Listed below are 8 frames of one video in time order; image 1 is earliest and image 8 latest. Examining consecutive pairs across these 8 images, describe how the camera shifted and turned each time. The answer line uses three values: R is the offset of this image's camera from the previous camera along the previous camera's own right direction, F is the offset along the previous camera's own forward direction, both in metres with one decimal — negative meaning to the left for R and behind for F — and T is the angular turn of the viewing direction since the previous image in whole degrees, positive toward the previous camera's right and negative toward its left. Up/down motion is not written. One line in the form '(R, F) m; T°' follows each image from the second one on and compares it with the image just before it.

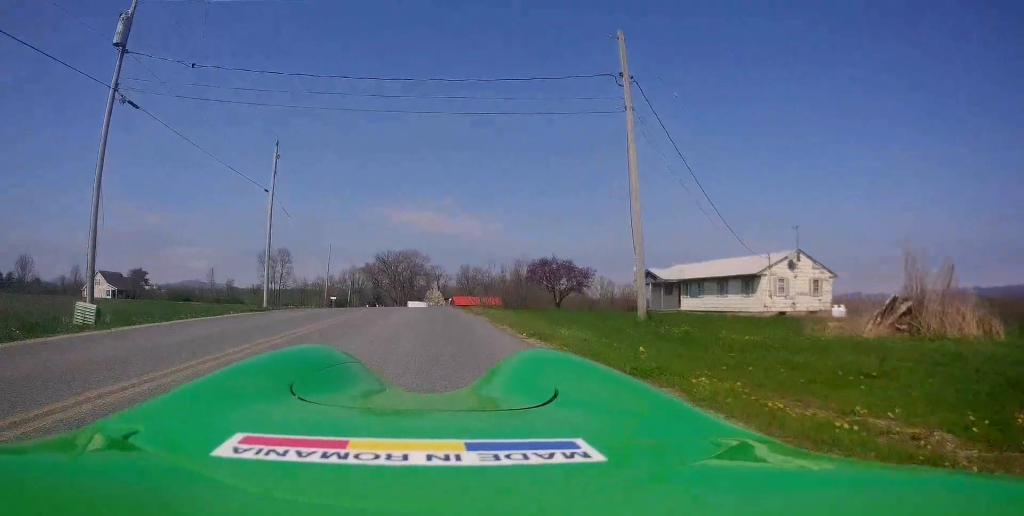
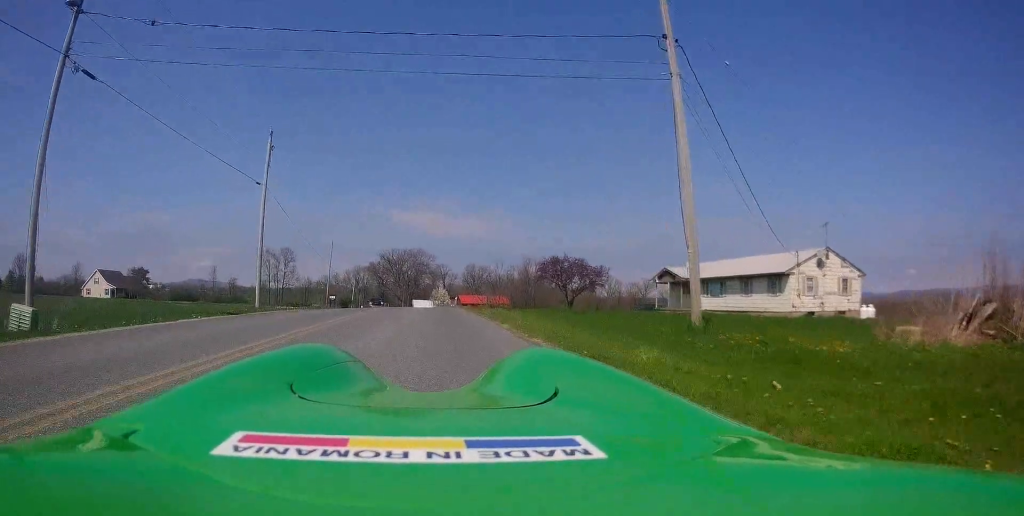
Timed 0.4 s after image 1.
(+0.3, +3.2) m; 0°
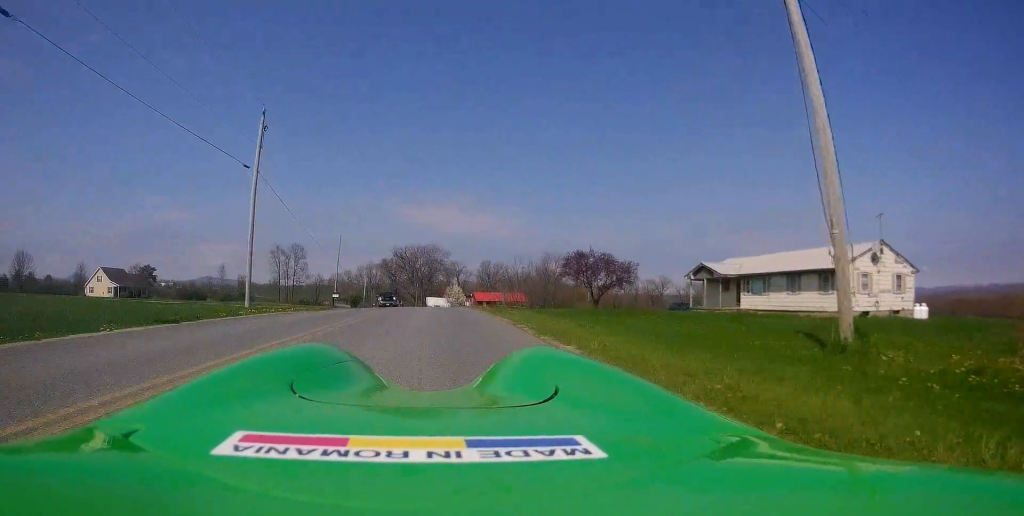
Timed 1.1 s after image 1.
(-0.4, +4.9) m; -3°
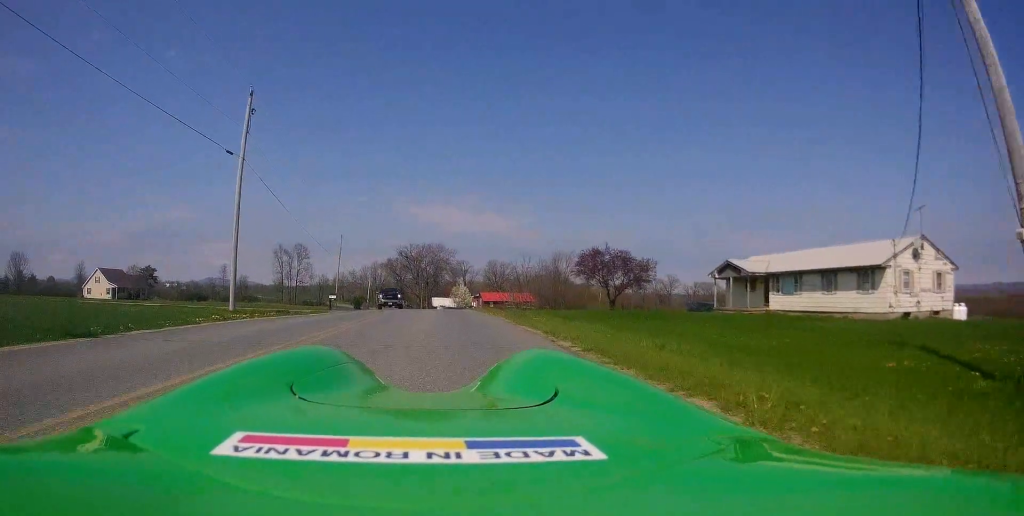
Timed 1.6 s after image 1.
(-0.1, +3.6) m; -2°
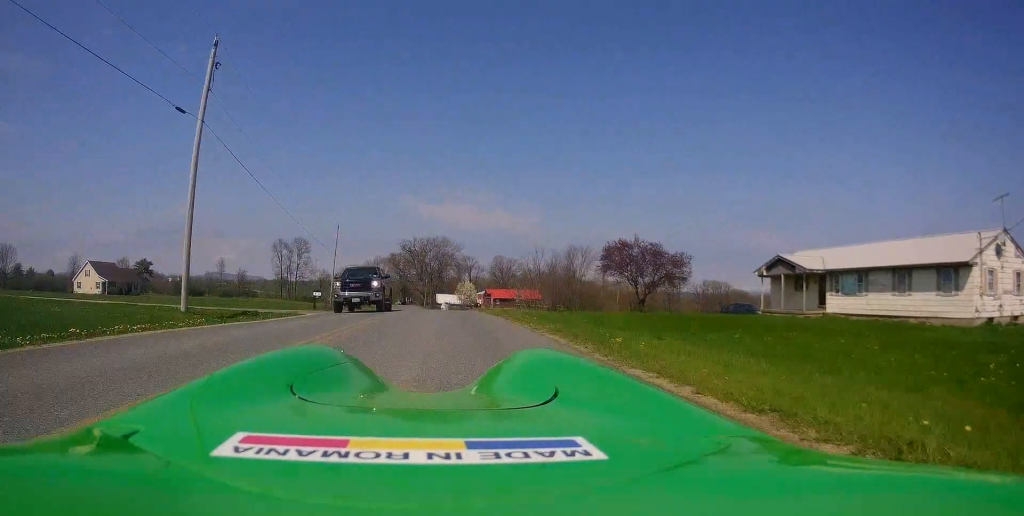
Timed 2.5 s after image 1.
(0.0, +6.9) m; 0°
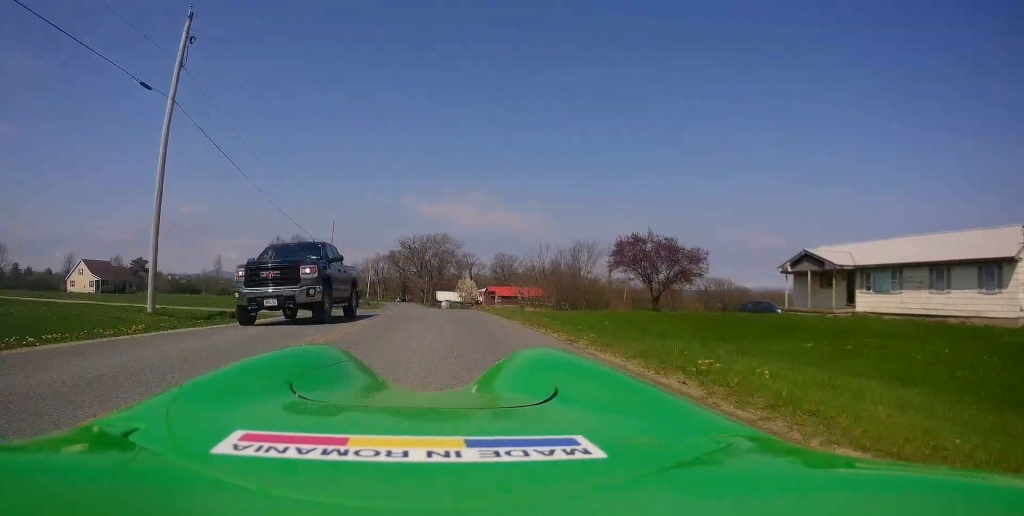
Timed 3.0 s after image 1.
(0.0, +3.0) m; +1°
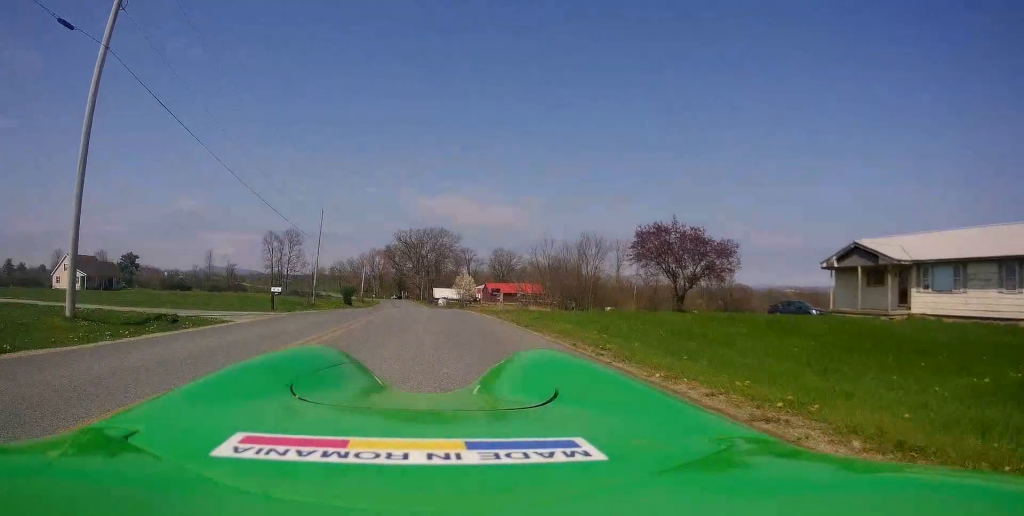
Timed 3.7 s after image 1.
(0.0, +5.3) m; +2°
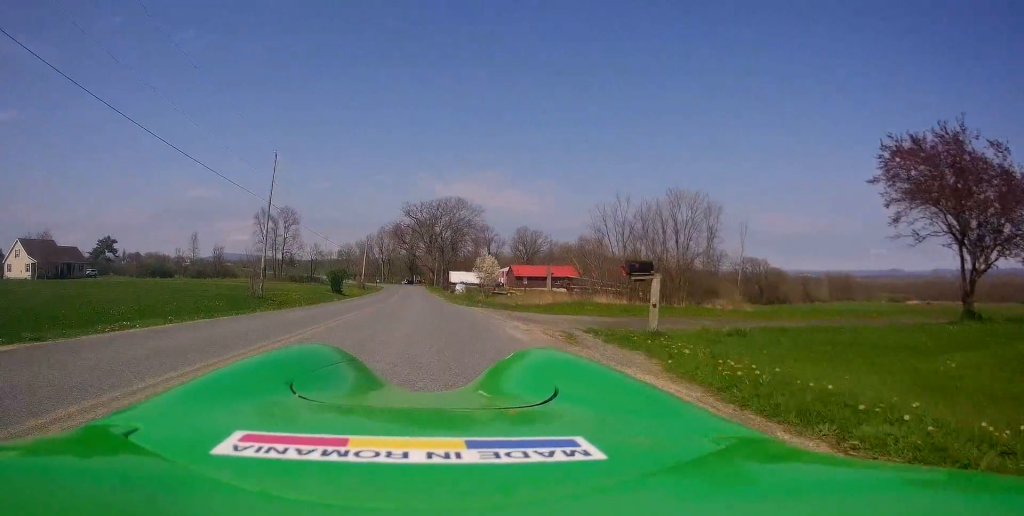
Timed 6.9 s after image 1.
(-1.2, +22.8) m; -3°
